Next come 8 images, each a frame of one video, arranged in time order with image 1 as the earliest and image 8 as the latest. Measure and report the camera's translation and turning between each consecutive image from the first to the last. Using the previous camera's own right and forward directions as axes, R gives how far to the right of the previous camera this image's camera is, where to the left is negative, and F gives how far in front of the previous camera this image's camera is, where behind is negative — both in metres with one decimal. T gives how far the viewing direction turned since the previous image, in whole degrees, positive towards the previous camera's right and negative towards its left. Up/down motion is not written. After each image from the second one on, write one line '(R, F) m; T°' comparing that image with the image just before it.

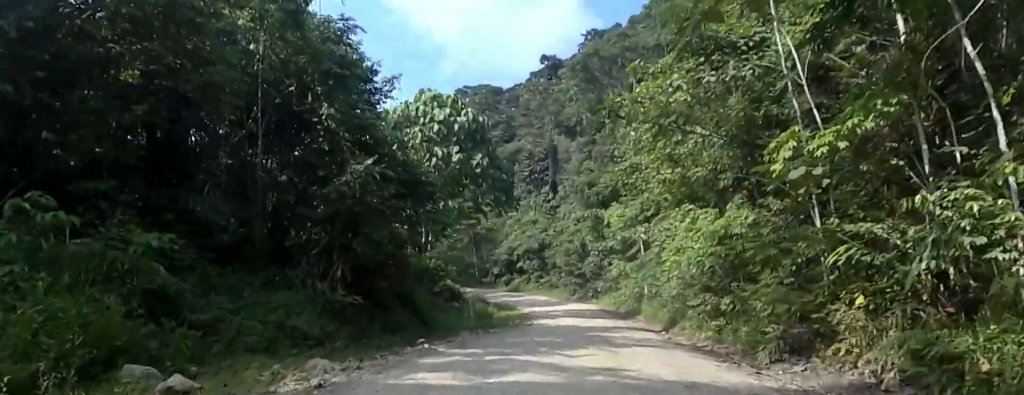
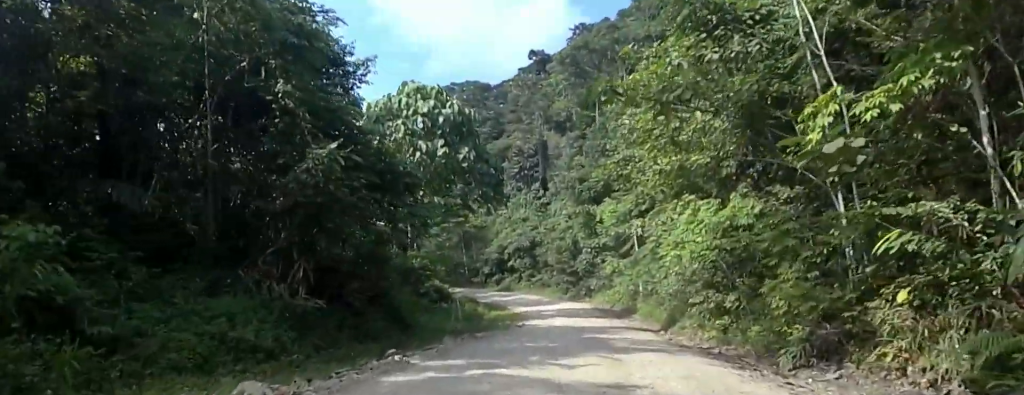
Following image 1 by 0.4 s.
(0.0, +1.9) m; 0°
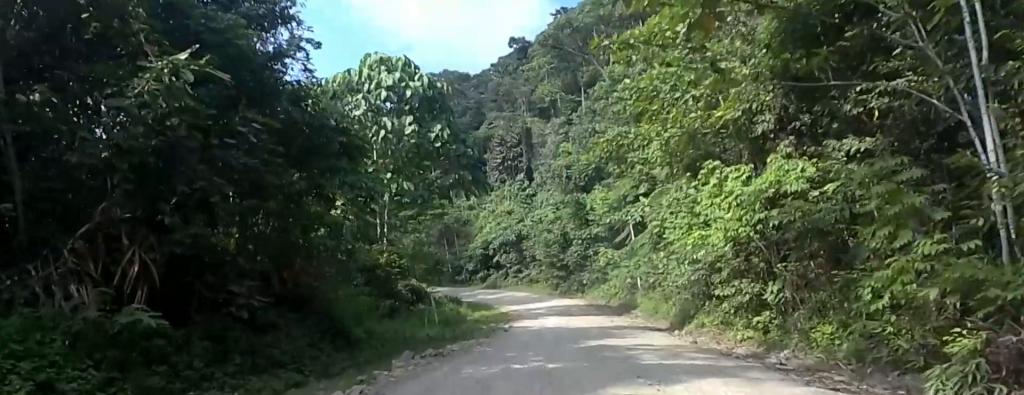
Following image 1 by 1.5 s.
(0.0, +5.6) m; +1°
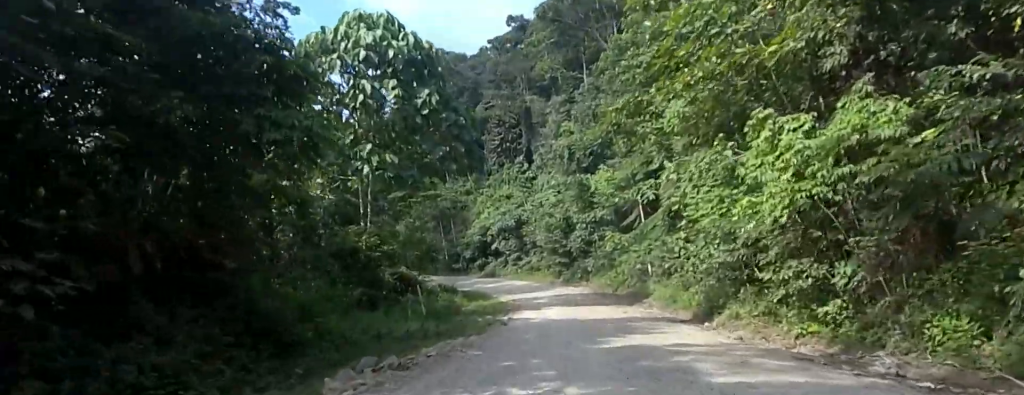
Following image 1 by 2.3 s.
(0.0, +4.5) m; +3°
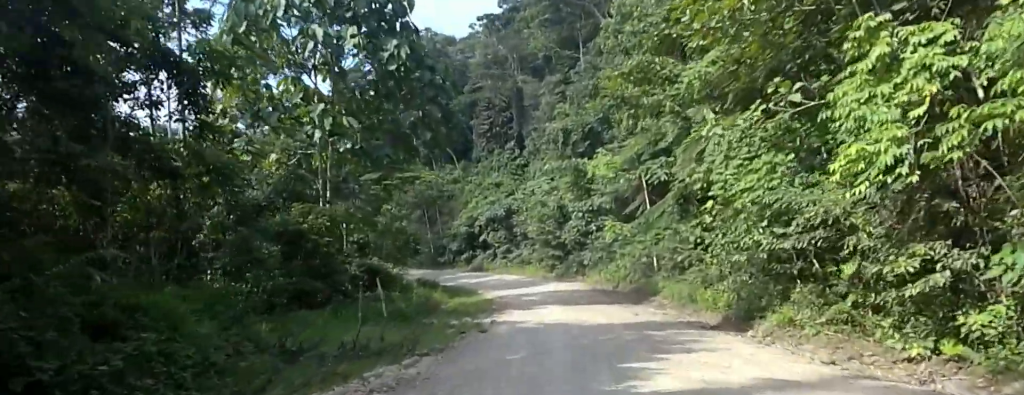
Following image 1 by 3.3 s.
(+0.3, +6.1) m; +3°
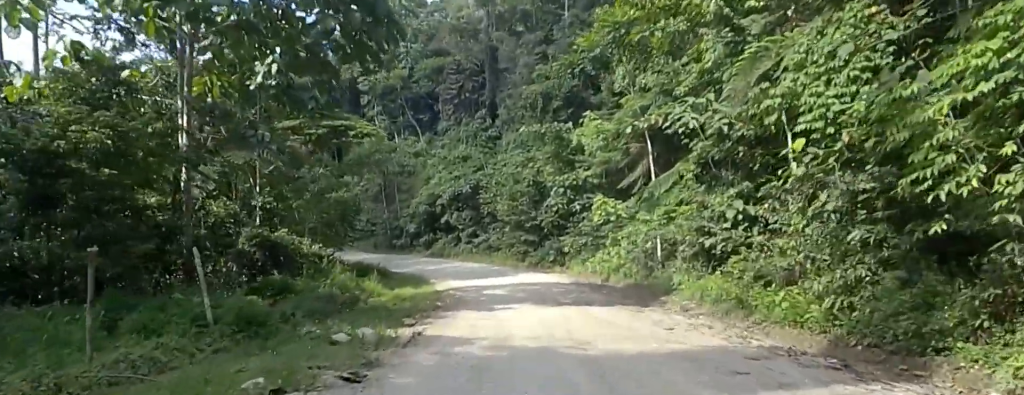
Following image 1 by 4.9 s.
(0.0, +10.7) m; 0°
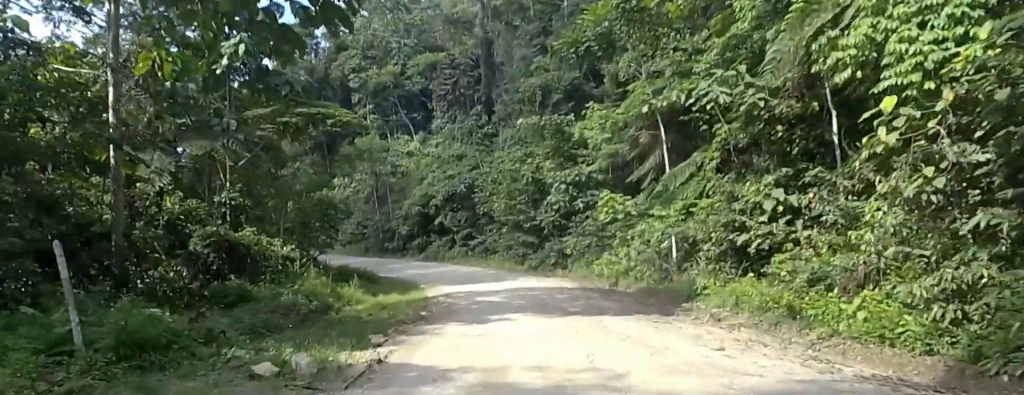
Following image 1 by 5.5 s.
(0.0, +3.5) m; 0°
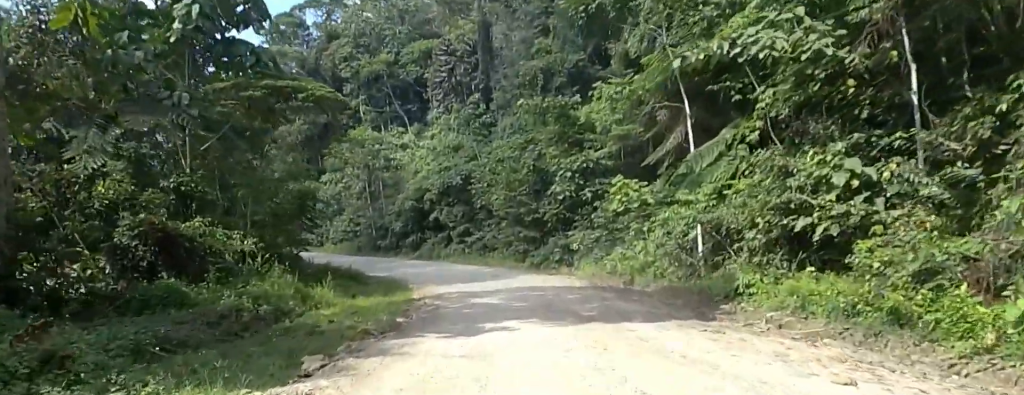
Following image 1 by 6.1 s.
(0.0, +3.9) m; -1°
